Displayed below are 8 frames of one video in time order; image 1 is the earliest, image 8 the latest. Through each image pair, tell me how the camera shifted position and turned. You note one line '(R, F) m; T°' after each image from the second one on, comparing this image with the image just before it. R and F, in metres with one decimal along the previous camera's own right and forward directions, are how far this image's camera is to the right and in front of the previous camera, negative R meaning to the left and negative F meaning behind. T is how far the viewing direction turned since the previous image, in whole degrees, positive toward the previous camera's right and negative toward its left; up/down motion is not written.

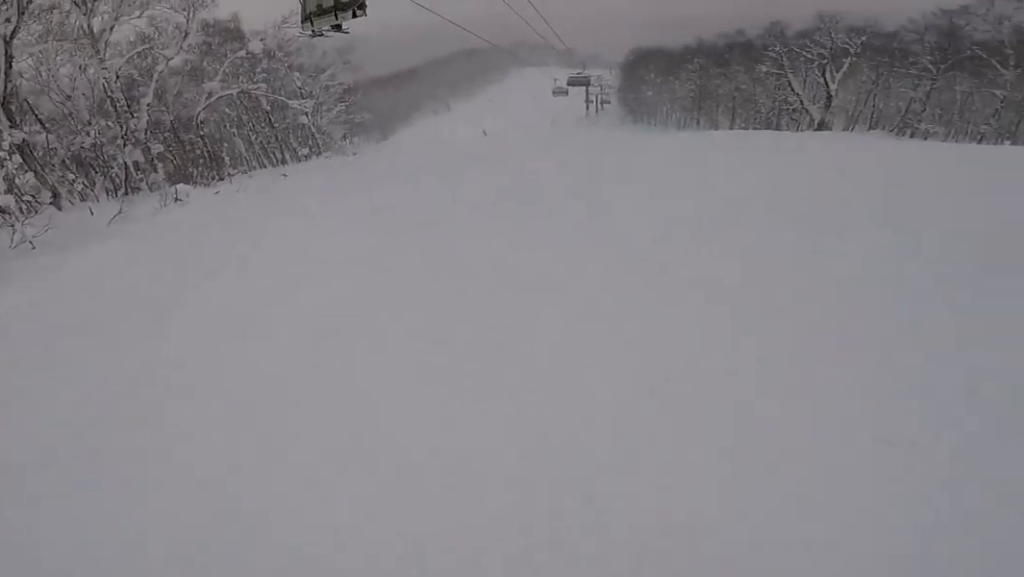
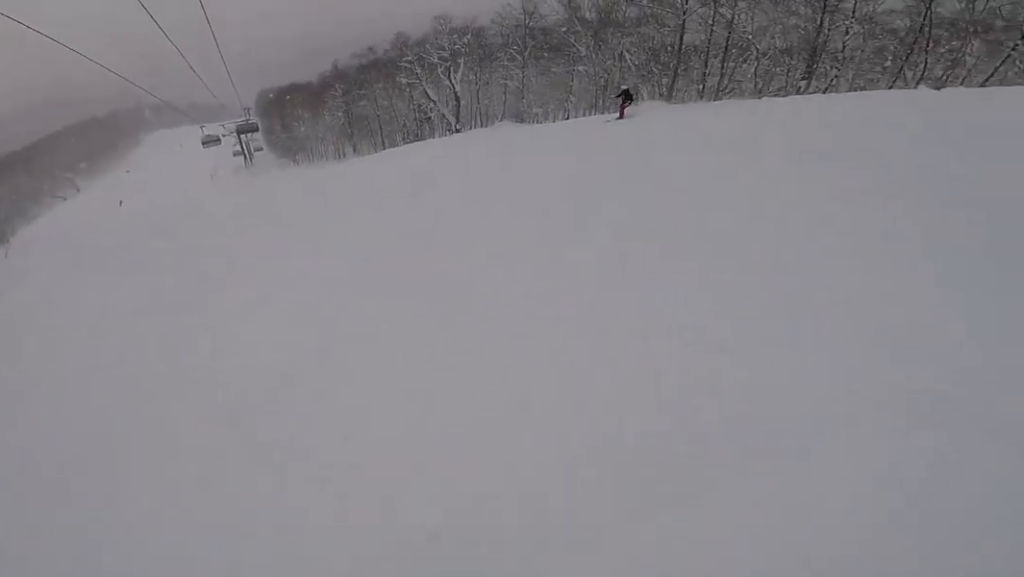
(+2.6, +6.7) m; +43°
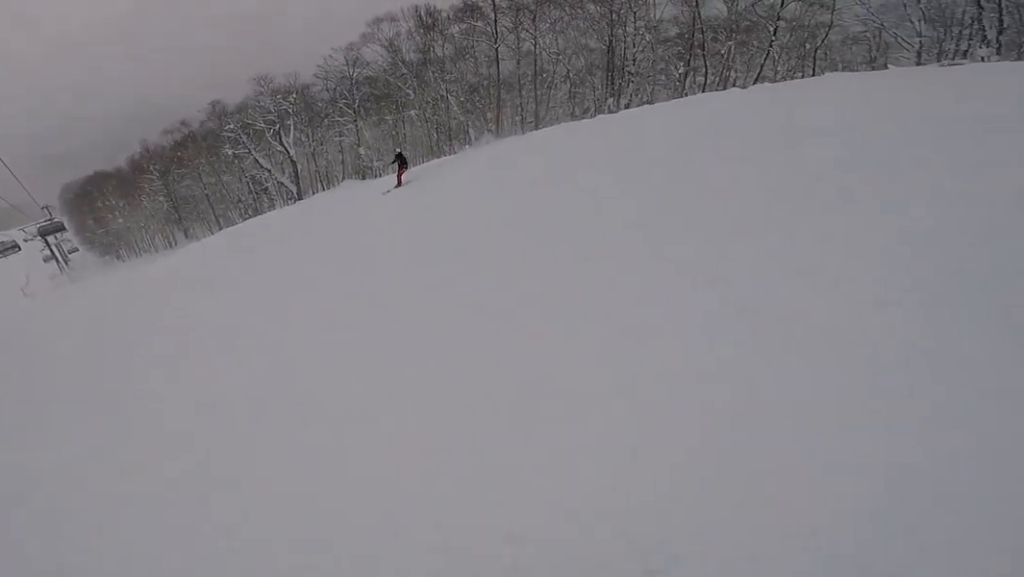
(+0.3, +2.1) m; +13°
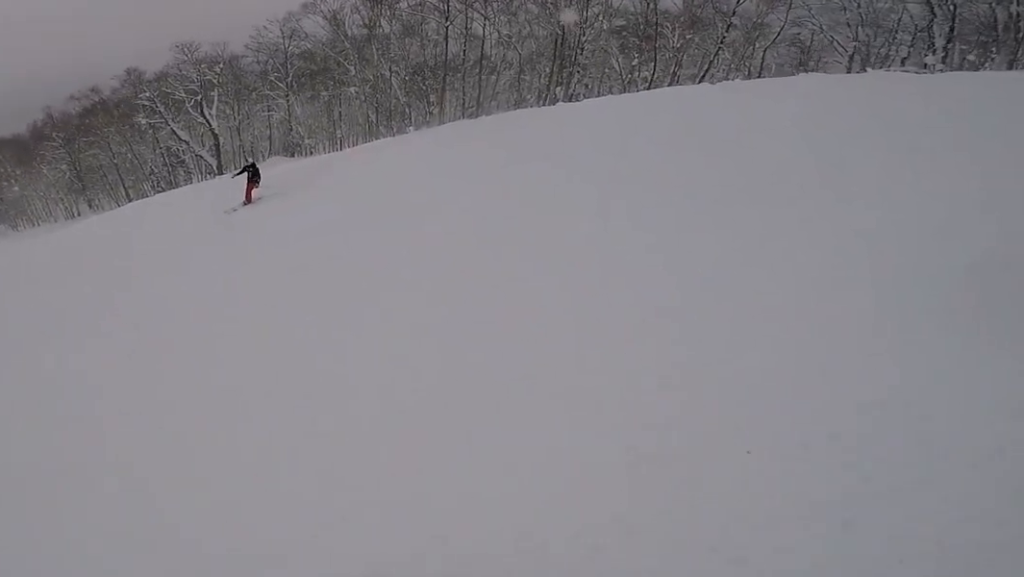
(+0.4, +2.3) m; +13°
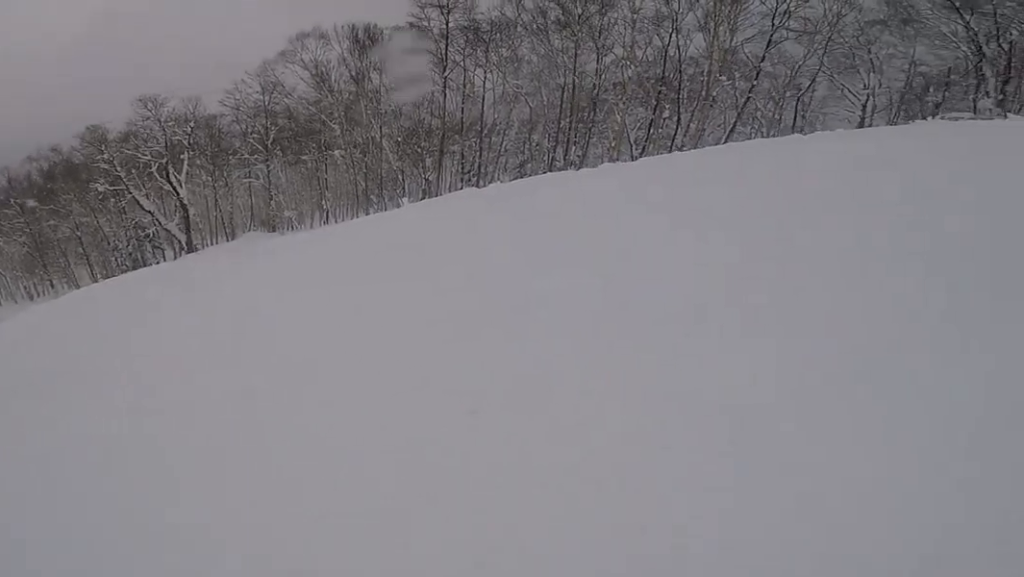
(+1.4, +6.0) m; -10°
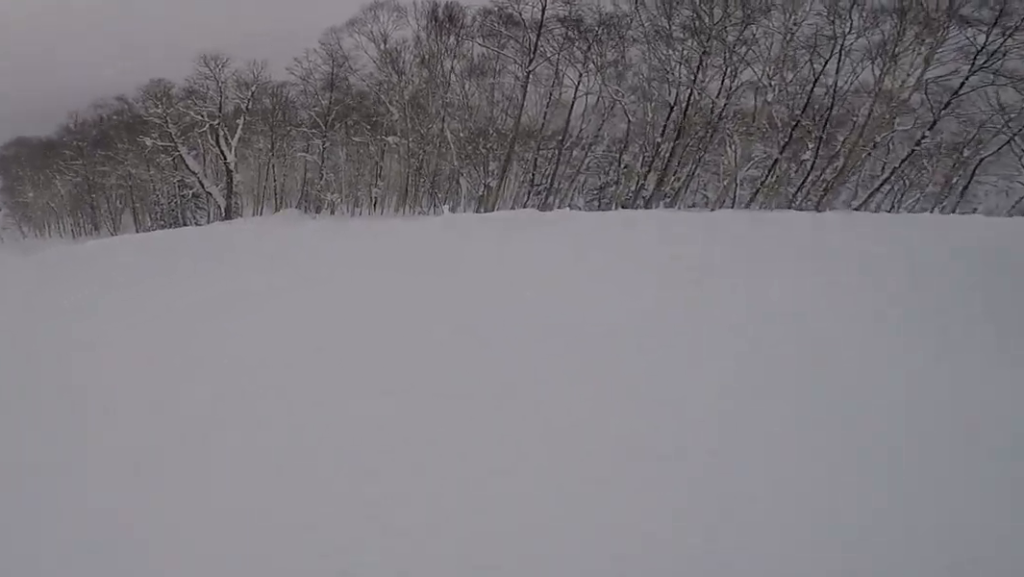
(-1.7, +3.0) m; -46°
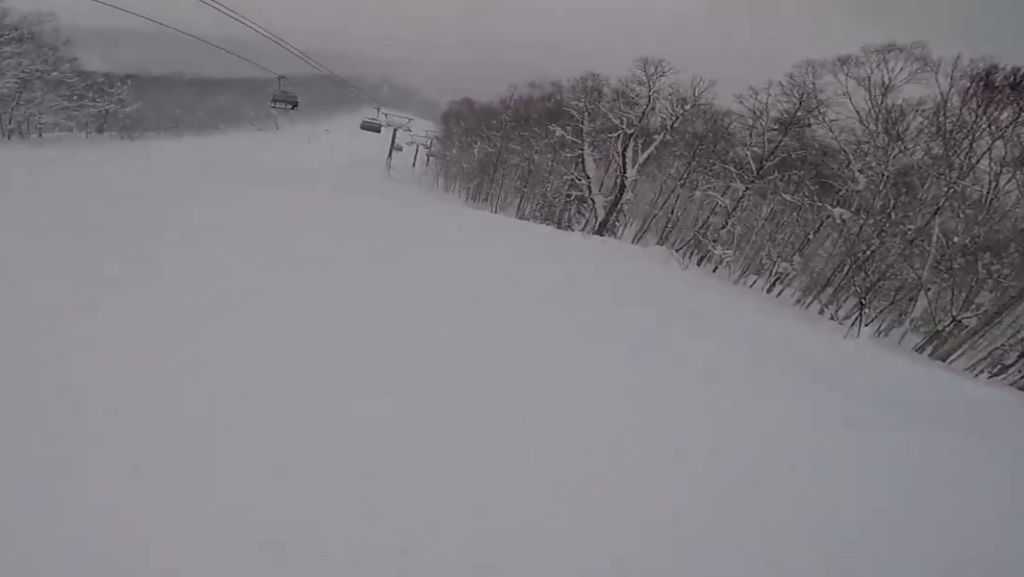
(-0.9, +2.6) m; -26°
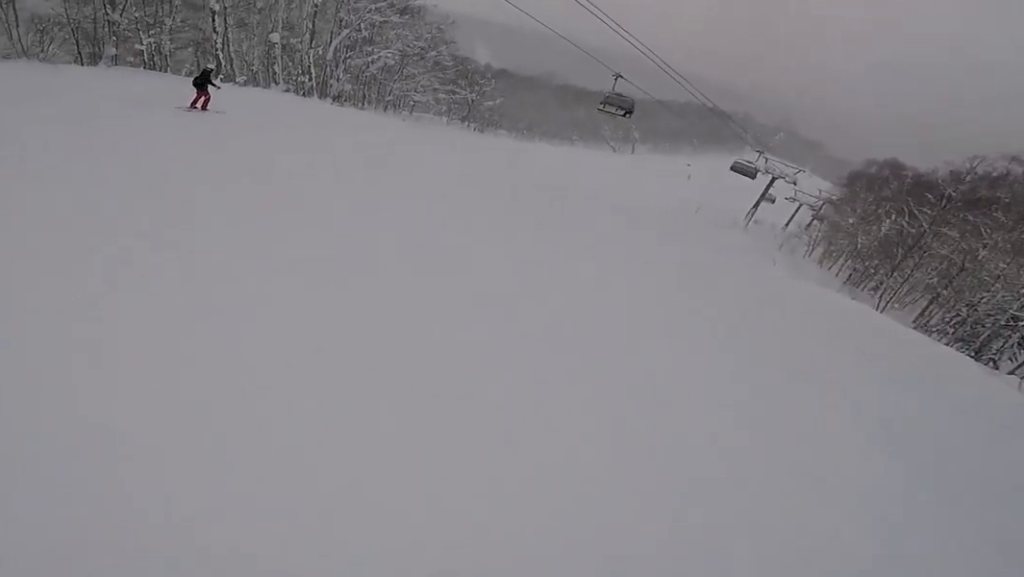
(-1.2, +4.7) m; -18°
